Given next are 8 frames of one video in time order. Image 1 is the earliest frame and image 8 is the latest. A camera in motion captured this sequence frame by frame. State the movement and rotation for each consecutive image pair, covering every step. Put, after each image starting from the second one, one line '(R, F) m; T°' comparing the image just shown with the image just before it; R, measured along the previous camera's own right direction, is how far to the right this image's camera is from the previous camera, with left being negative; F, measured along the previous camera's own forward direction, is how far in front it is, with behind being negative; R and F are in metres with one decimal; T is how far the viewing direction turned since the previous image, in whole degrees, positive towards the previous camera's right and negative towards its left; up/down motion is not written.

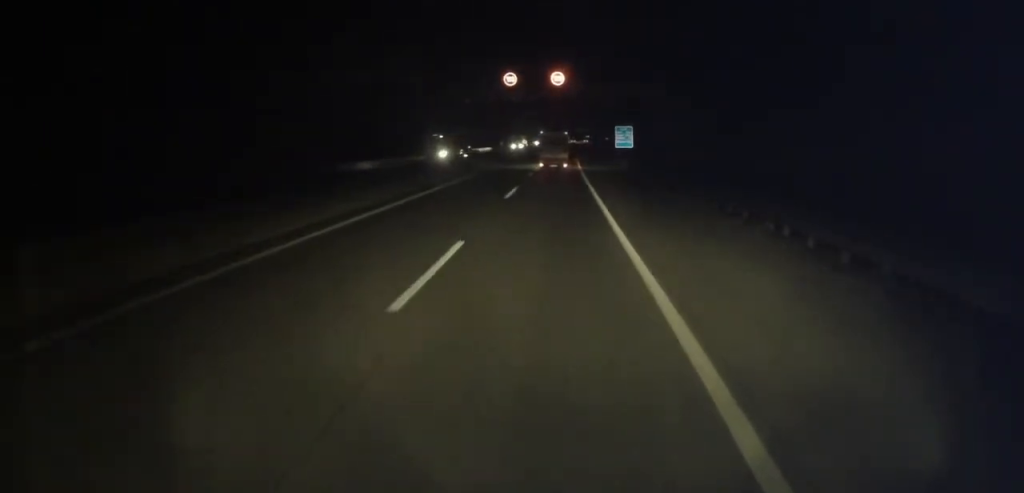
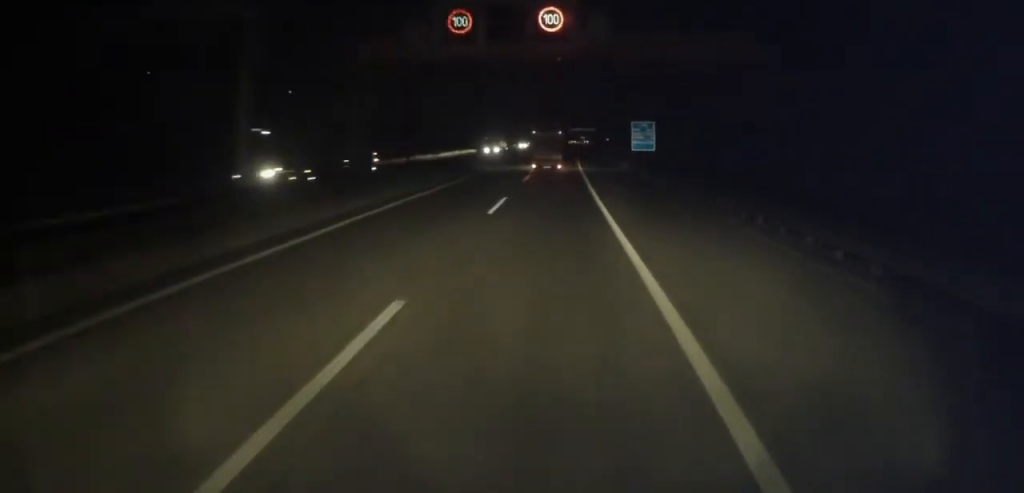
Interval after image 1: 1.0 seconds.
(+0.1, +24.2) m; 0°
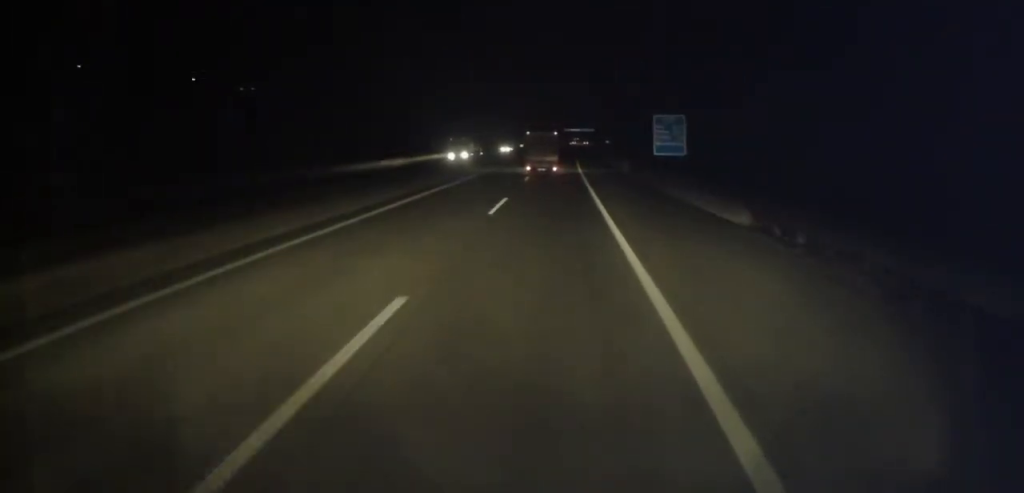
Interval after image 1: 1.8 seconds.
(0.0, +18.0) m; 0°
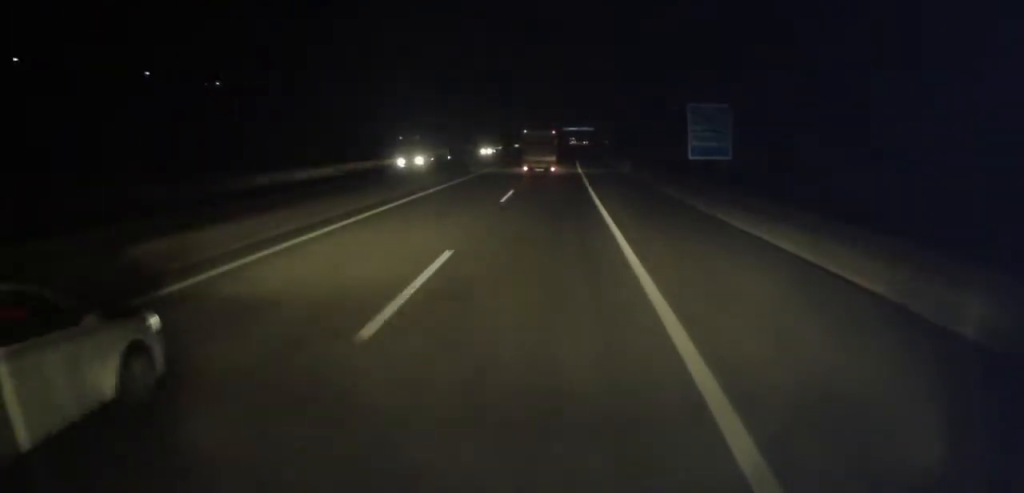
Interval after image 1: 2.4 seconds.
(0.0, +14.1) m; 0°
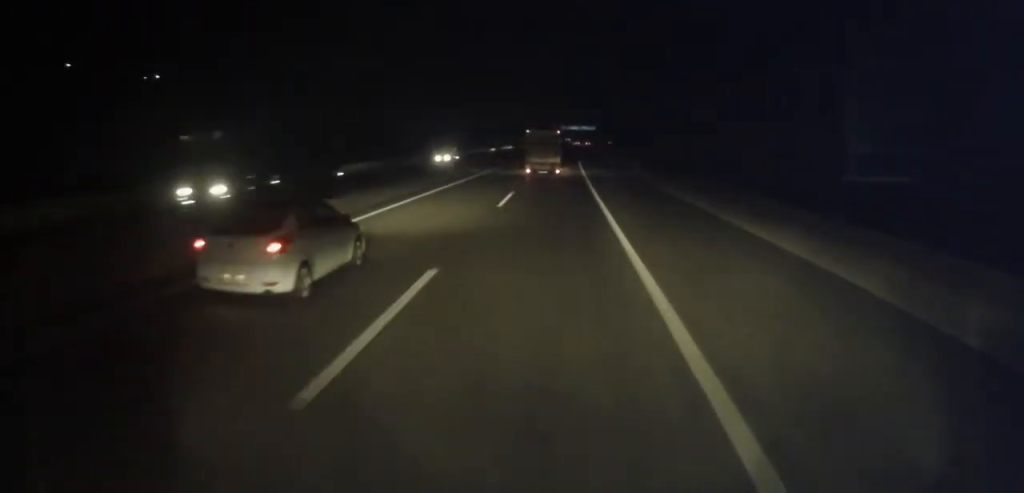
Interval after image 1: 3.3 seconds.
(-0.1, +20.3) m; 0°
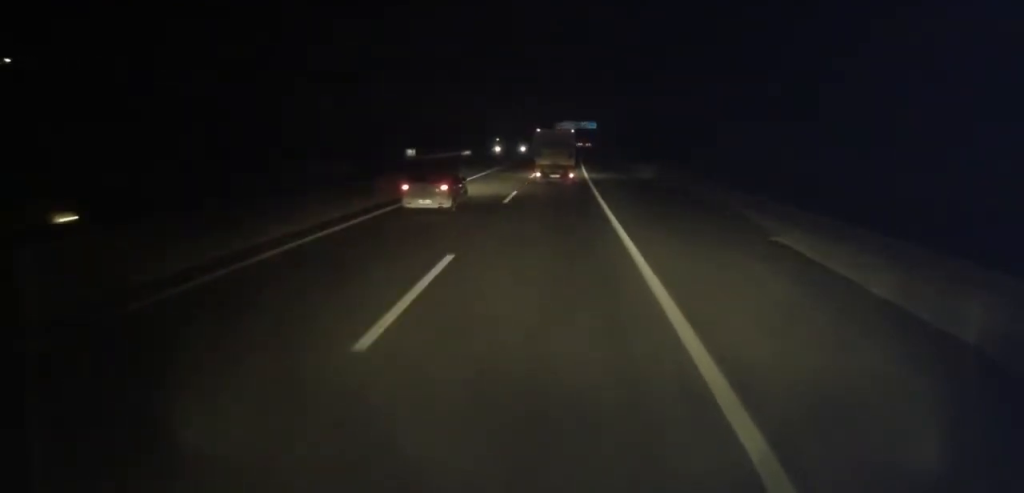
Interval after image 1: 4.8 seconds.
(+0.4, +35.0) m; +2°
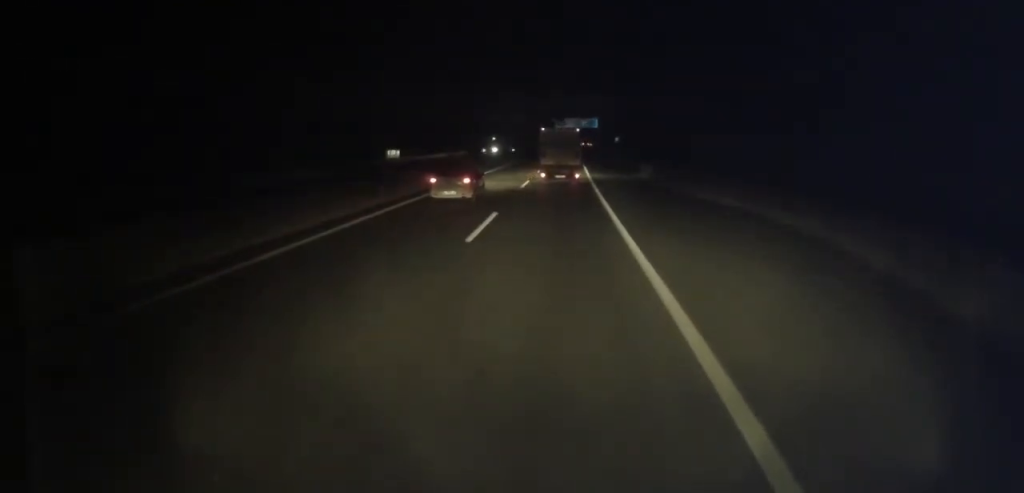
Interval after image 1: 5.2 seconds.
(+0.2, +10.1) m; +1°
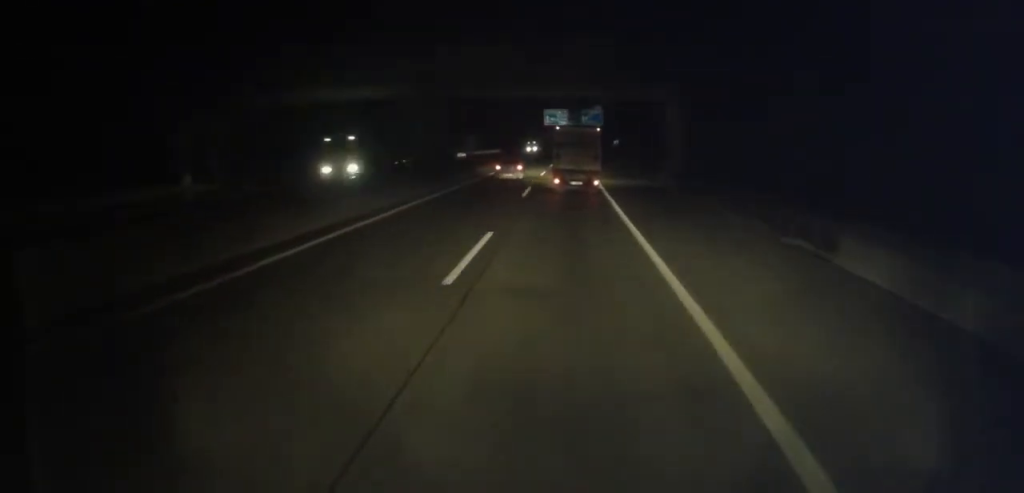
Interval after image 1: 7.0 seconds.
(-0.1, +40.9) m; -1°
